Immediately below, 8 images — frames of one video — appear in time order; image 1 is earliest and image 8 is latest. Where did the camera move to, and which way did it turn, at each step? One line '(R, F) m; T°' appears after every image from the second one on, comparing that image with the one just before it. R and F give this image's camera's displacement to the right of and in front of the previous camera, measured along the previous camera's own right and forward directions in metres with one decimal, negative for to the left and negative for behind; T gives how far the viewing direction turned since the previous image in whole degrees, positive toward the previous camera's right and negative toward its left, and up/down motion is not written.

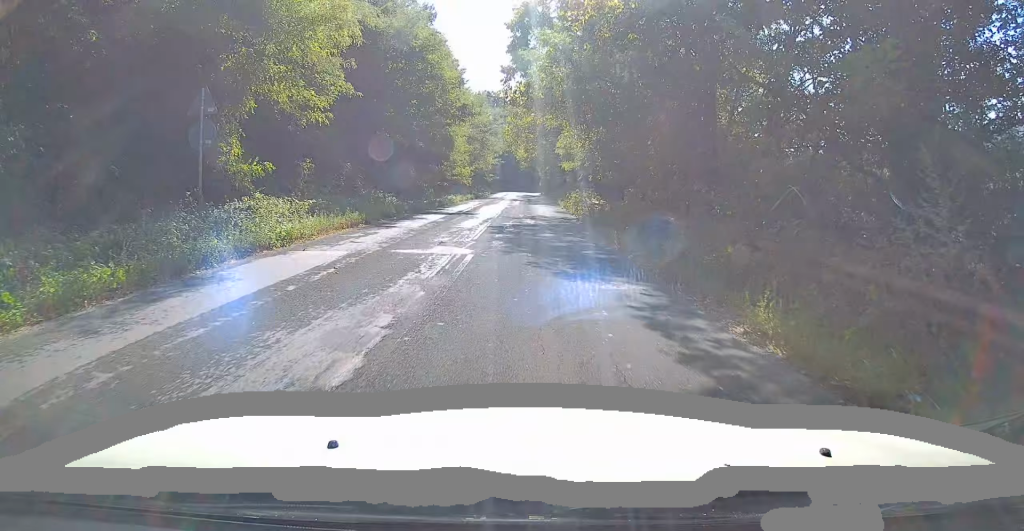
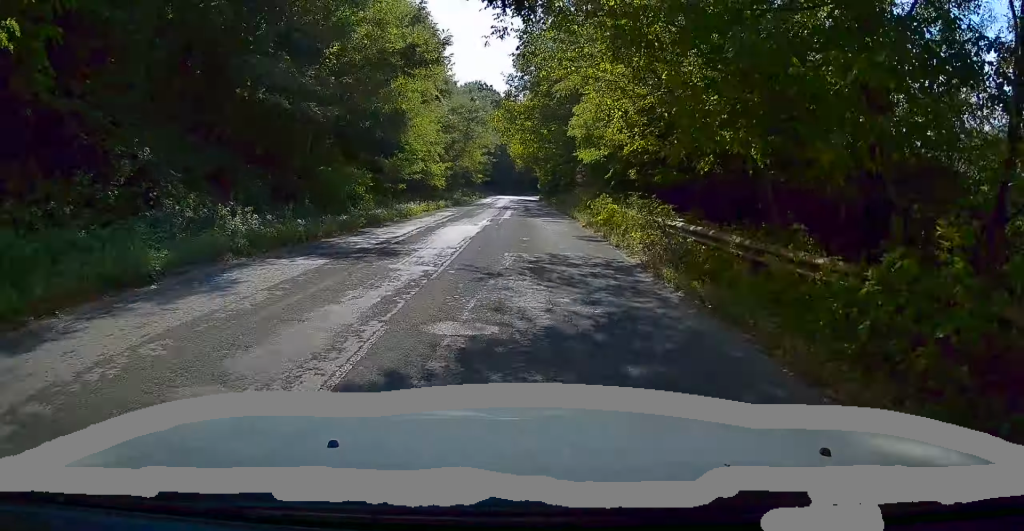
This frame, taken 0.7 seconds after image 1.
(-0.1, +14.8) m; -1°
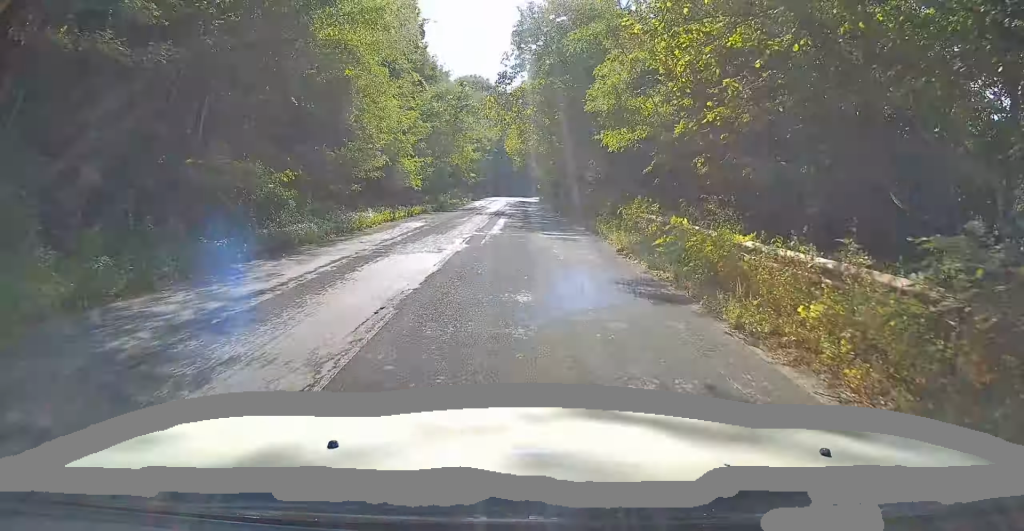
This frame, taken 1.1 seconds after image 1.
(-0.1, +8.2) m; 0°
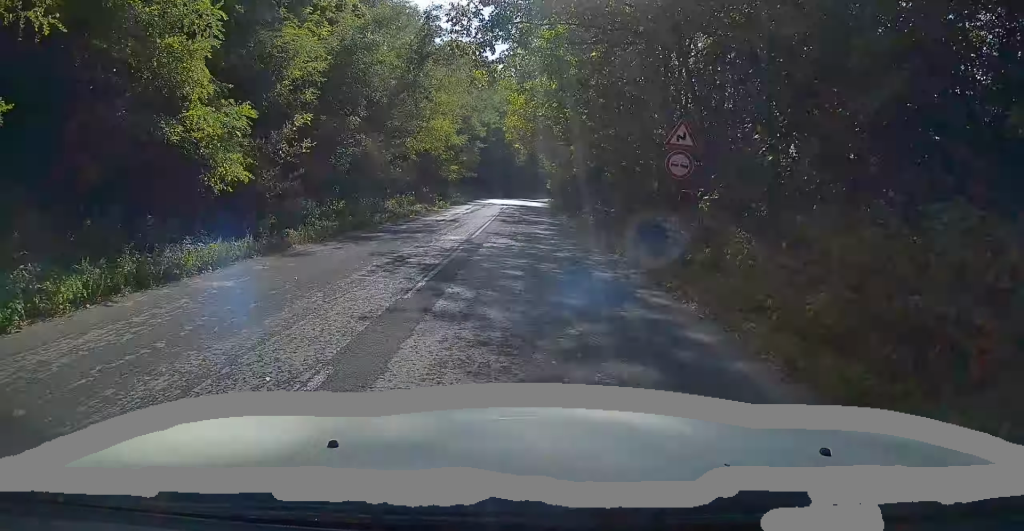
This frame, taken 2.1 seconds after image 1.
(0.0, +19.9) m; -1°
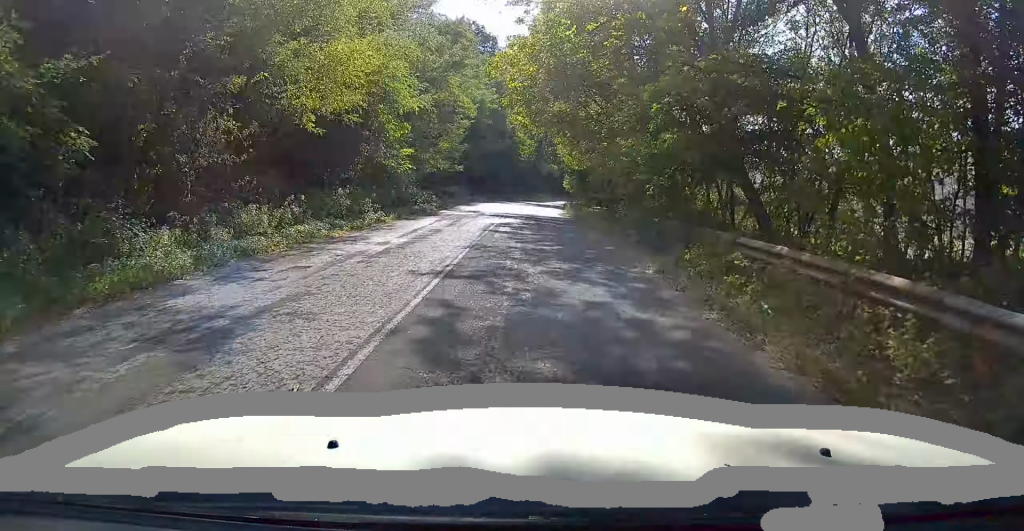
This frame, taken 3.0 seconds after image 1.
(-0.4, +19.1) m; 0°
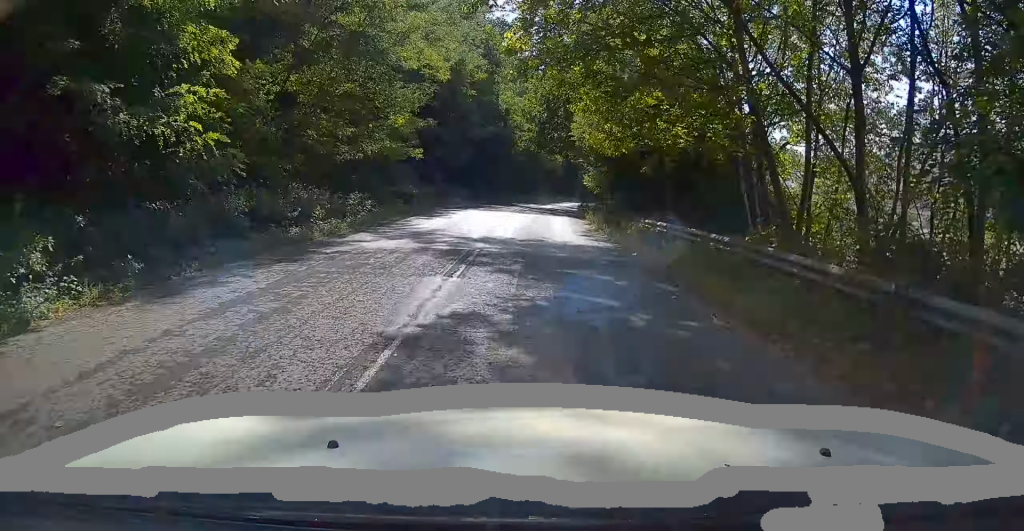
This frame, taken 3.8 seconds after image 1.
(+0.2, +16.2) m; +1°
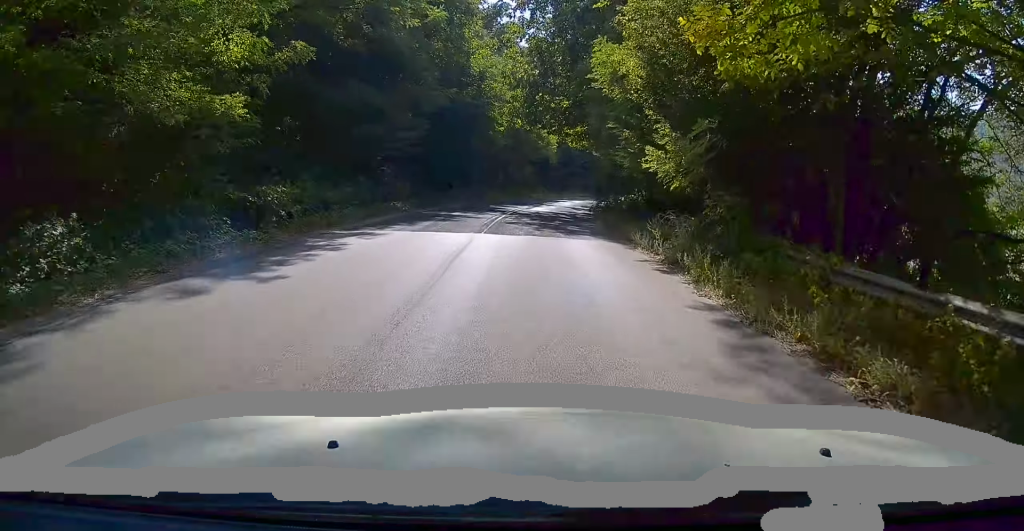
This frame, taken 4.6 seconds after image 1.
(+0.1, +16.0) m; +2°
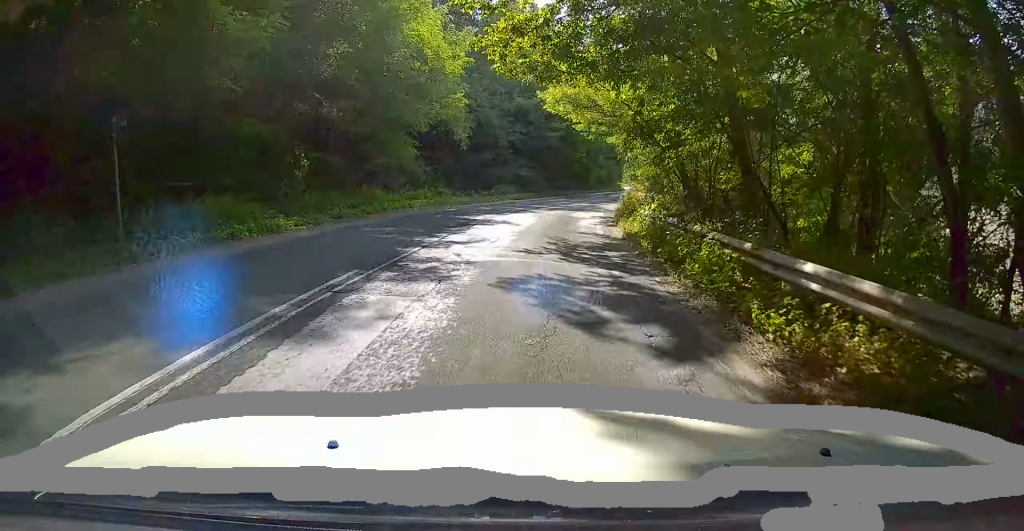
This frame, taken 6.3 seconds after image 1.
(+1.6, +33.5) m; +8°
